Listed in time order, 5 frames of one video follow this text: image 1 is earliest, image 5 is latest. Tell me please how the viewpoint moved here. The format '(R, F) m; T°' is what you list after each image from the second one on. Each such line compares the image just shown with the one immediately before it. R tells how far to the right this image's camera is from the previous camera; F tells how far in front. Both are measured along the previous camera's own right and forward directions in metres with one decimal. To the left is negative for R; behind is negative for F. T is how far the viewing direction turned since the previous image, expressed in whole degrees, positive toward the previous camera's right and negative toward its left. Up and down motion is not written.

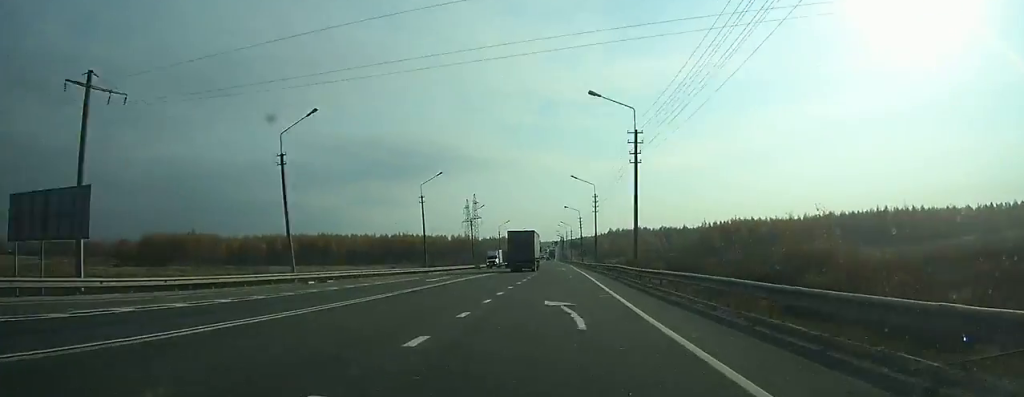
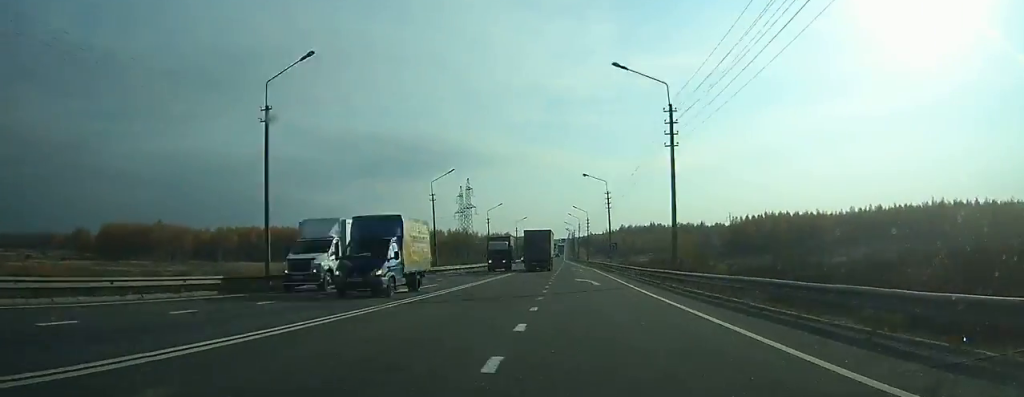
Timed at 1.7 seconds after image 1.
(-0.1, +45.7) m; 0°
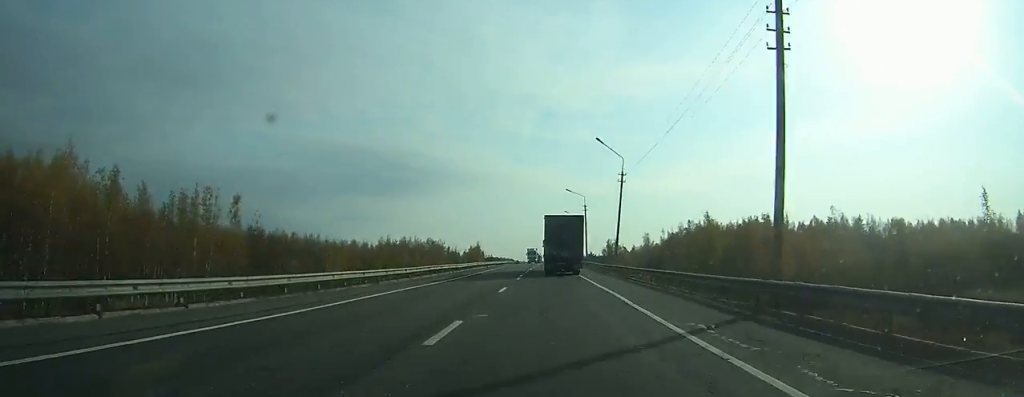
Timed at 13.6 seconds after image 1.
(+1.1, +314.1) m; 0°
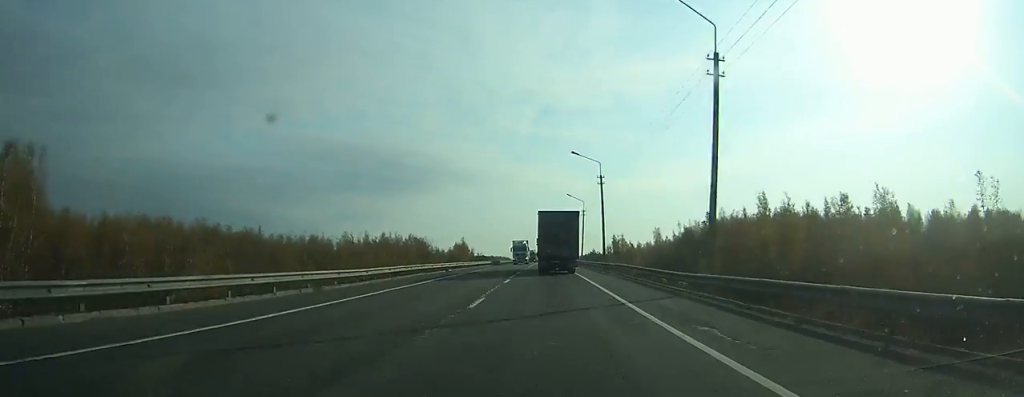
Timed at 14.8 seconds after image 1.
(0.0, +30.1) m; 0°
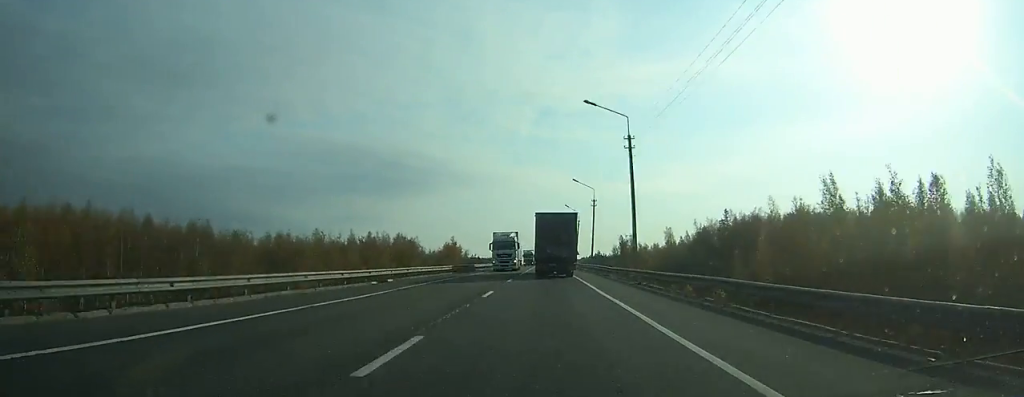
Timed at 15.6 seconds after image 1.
(0.0, +19.0) m; 0°
